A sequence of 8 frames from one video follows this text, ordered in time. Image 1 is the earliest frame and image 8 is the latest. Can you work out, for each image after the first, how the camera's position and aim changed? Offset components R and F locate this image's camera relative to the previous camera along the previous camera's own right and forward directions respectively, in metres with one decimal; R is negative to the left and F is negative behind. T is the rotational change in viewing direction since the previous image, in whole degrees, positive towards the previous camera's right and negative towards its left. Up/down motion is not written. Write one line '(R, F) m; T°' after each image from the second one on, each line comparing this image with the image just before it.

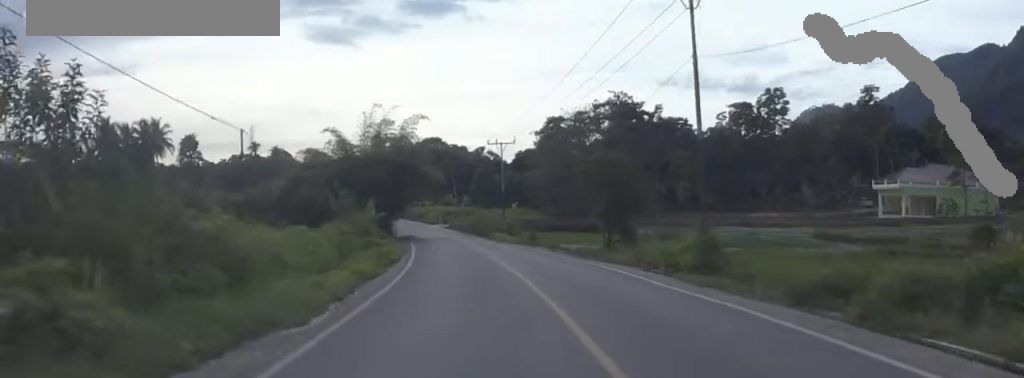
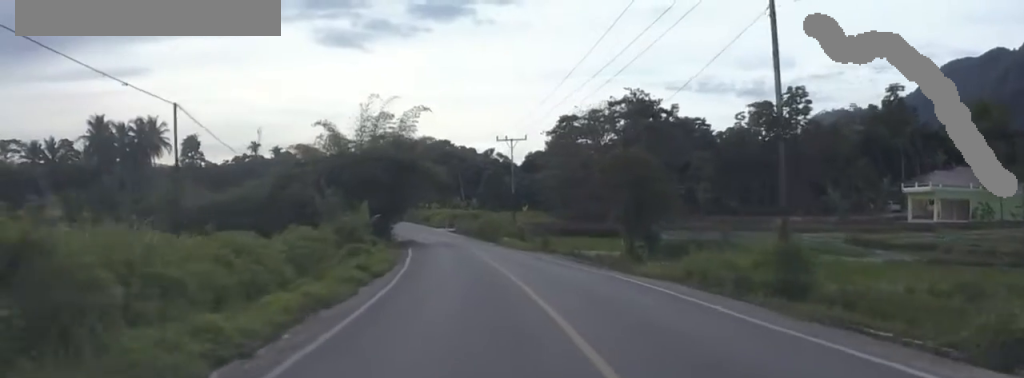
(+0.2, +6.9) m; 0°
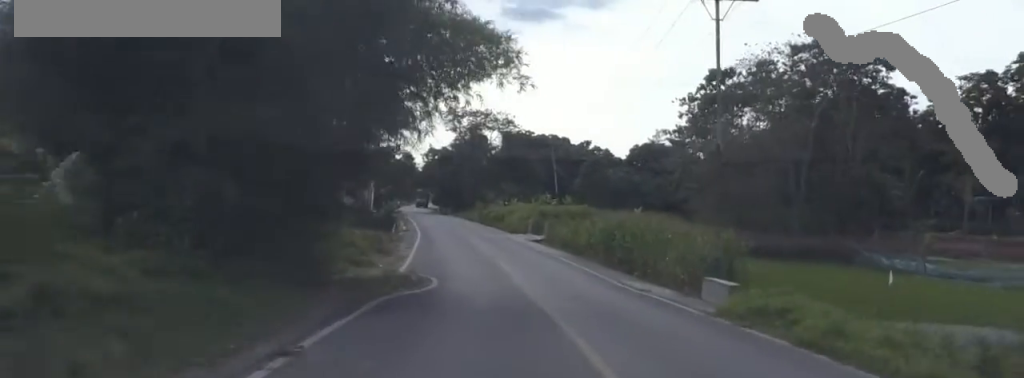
(-2.8, +44.9) m; -6°
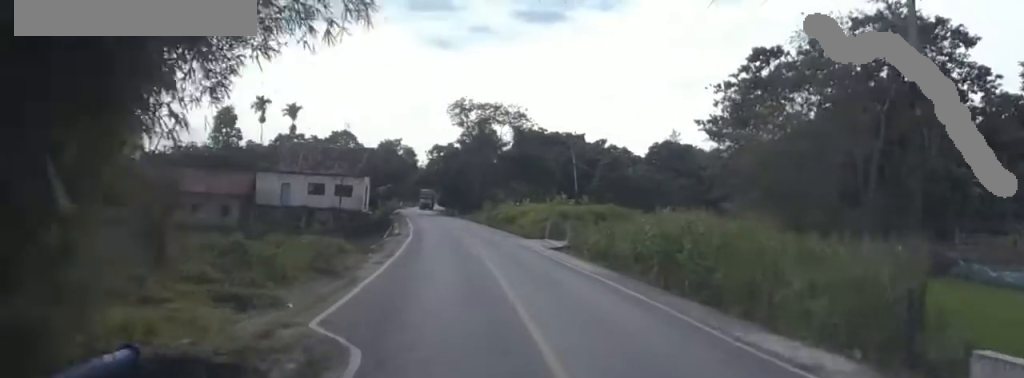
(0.0, +12.2) m; -4°
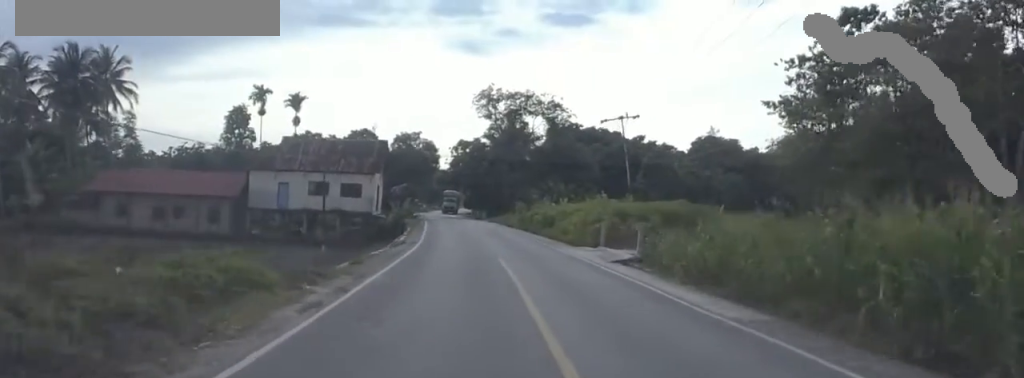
(-1.0, +14.5) m; -3°
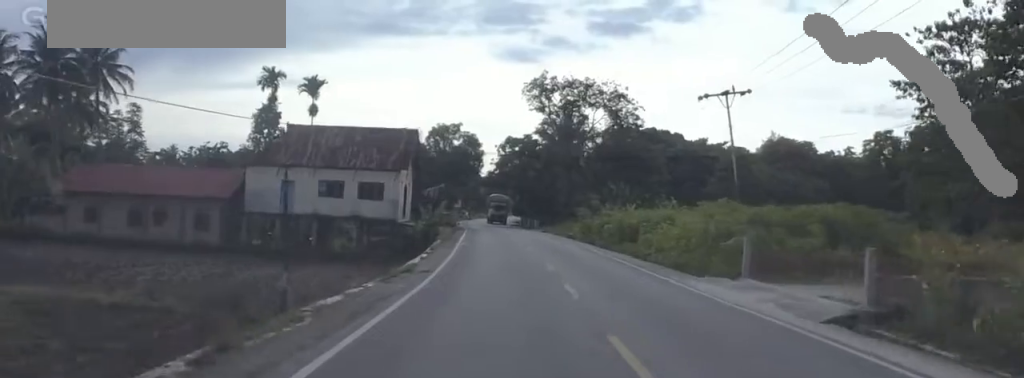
(+0.2, +17.1) m; -1°
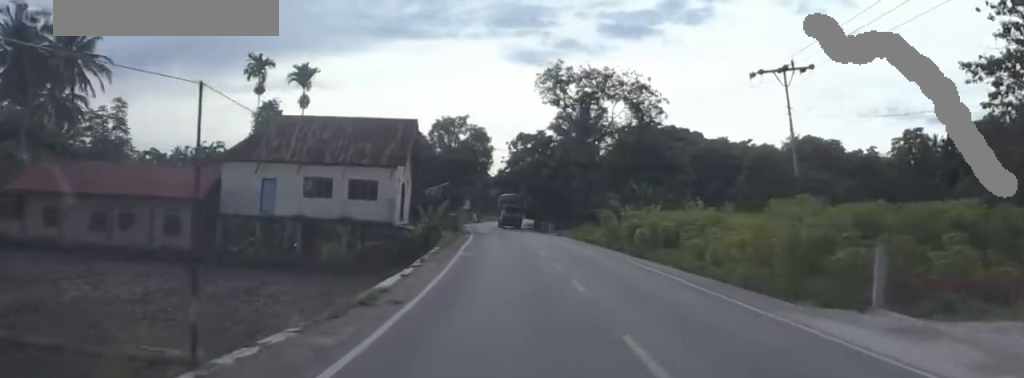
(-0.2, +8.3) m; +1°
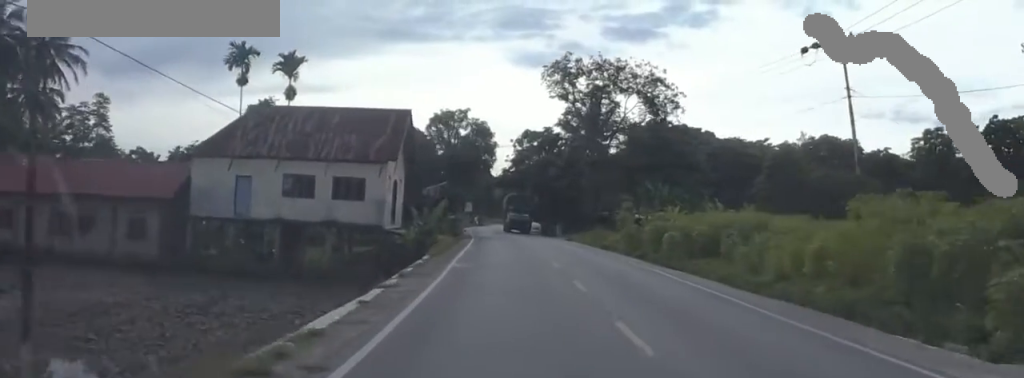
(-0.4, +6.5) m; +1°
